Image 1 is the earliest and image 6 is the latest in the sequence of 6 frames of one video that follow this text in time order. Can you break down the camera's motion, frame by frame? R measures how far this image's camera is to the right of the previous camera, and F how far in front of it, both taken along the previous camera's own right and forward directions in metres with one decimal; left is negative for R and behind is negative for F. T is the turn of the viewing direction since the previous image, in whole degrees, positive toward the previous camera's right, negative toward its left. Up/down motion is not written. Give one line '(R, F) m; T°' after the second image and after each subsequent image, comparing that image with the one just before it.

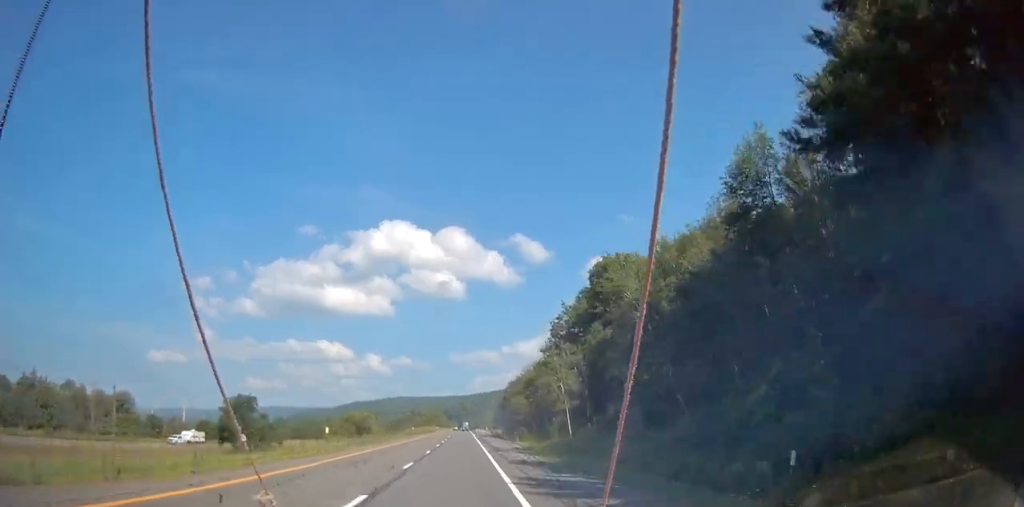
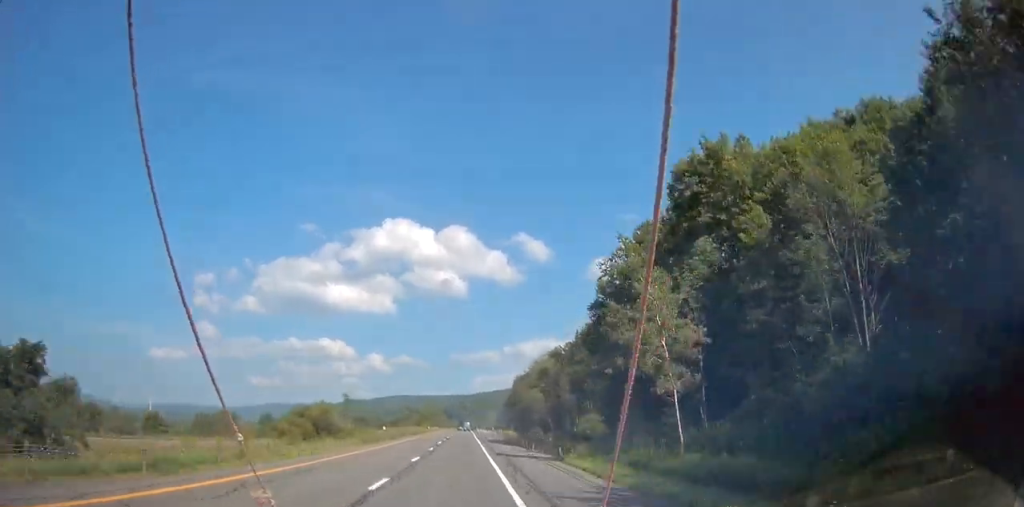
(+0.1, +32.1) m; 0°
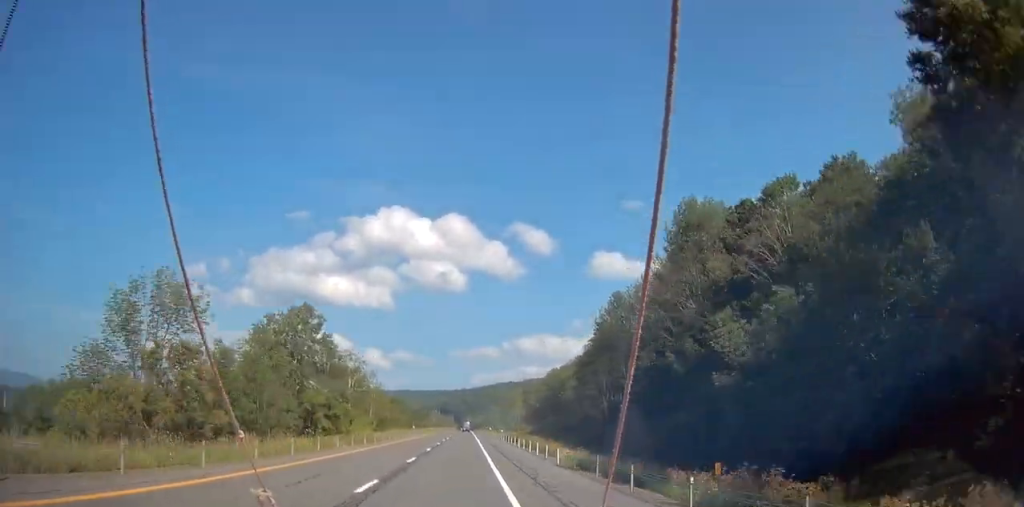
(-0.4, +207.2) m; 0°
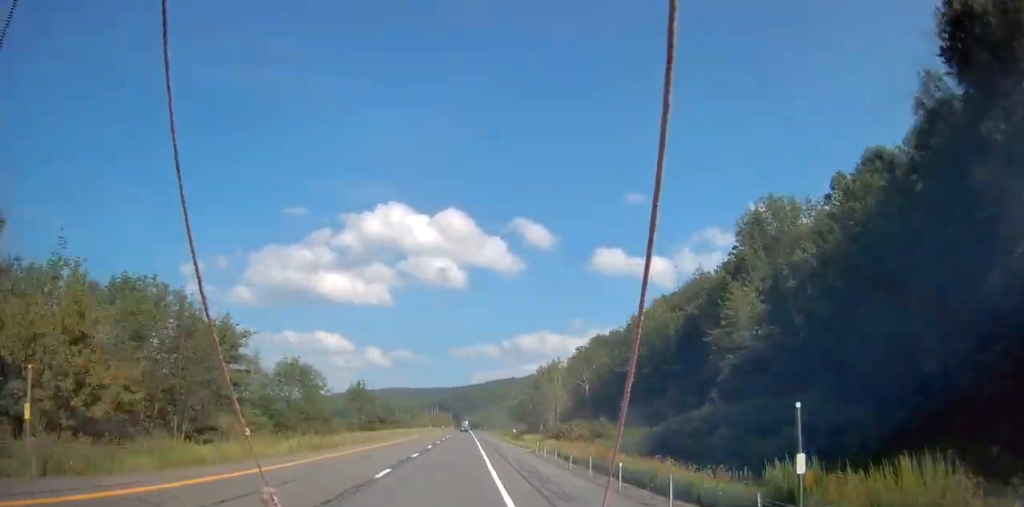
(0.0, +80.5) m; 0°
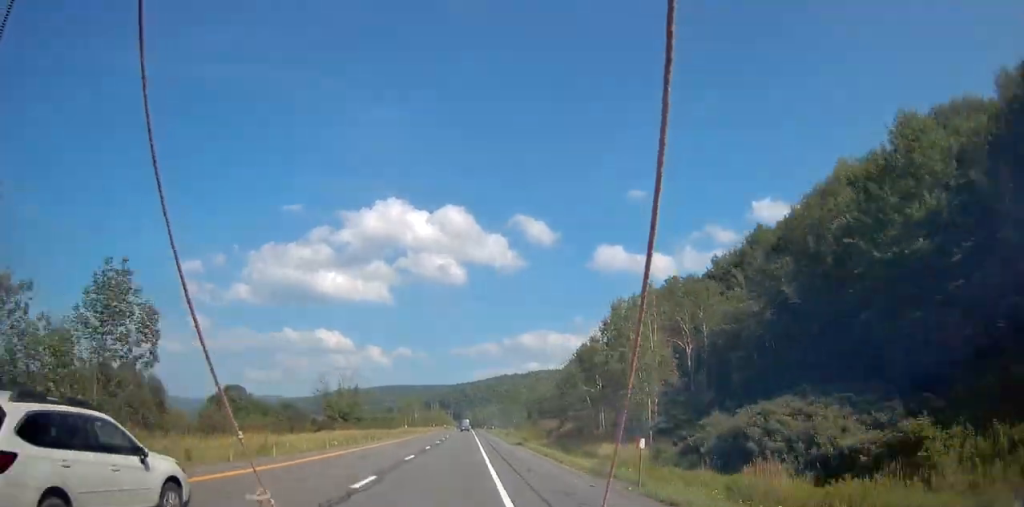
(-0.1, +51.7) m; 0°
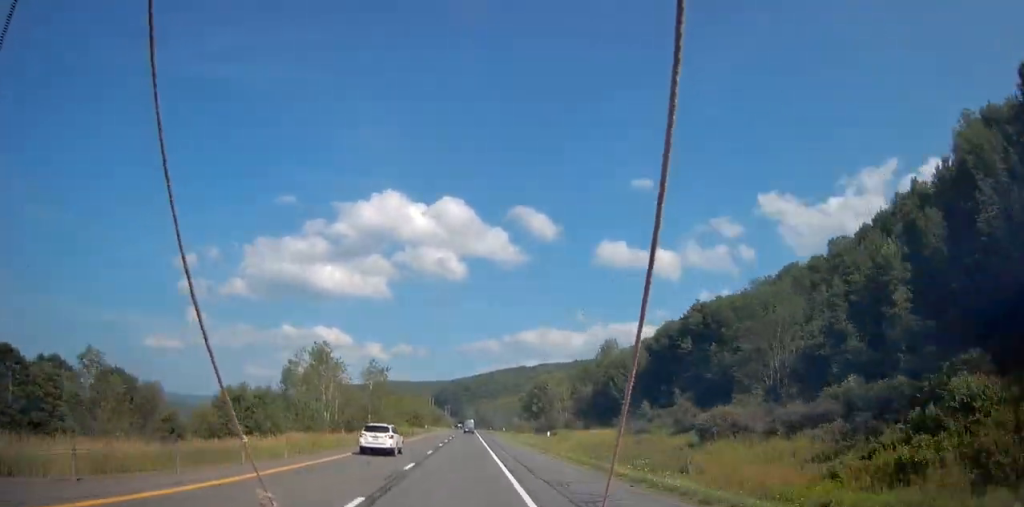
(+0.1, +151.9) m; 0°
